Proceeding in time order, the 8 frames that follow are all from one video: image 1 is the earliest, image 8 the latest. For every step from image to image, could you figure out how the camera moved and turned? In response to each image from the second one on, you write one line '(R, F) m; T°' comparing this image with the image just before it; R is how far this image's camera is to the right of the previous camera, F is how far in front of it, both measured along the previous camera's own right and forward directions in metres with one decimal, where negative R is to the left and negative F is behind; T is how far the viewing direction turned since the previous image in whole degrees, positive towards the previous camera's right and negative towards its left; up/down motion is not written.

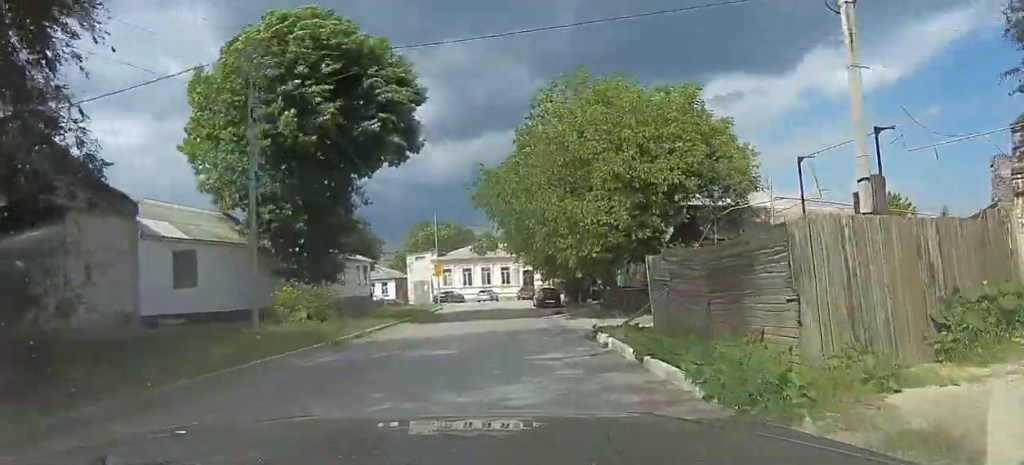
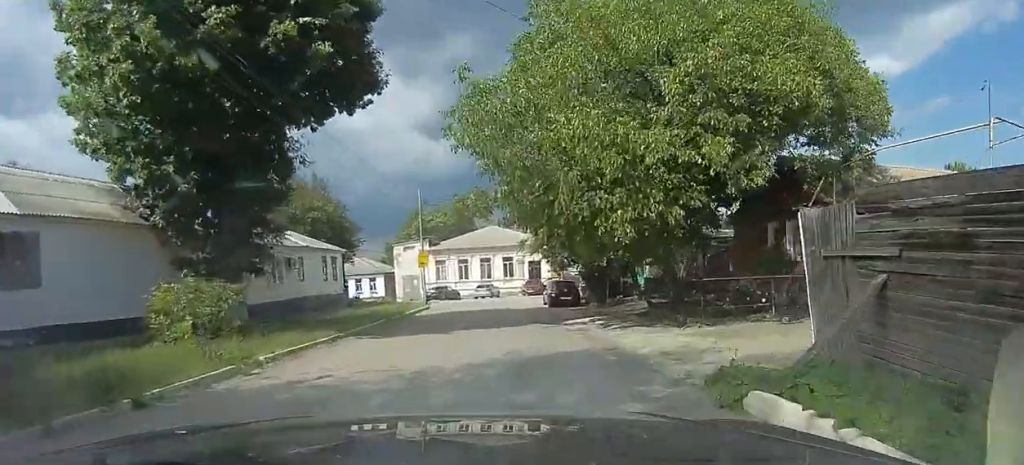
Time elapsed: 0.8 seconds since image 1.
(0.0, +12.7) m; 0°
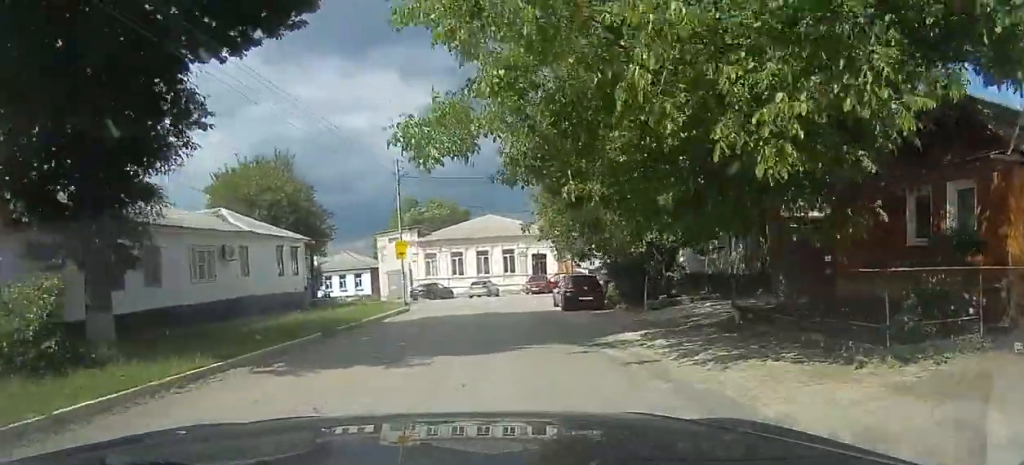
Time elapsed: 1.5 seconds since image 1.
(0.0, +9.7) m; 0°
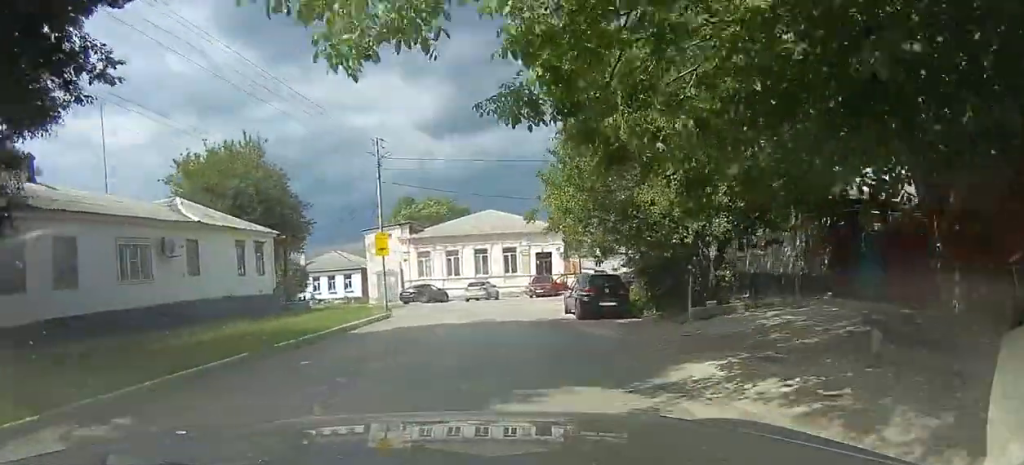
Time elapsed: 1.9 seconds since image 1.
(0.0, +5.4) m; 0°
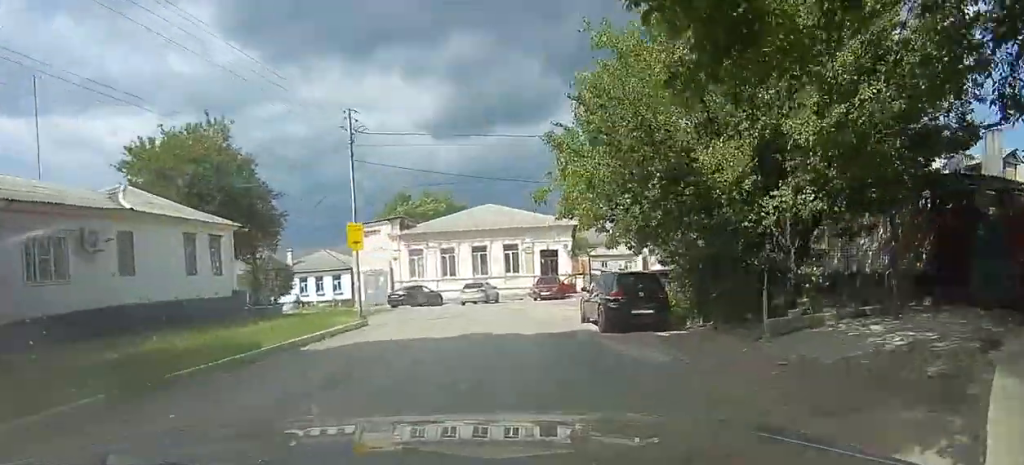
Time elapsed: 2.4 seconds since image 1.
(0.0, +4.2) m; 0°
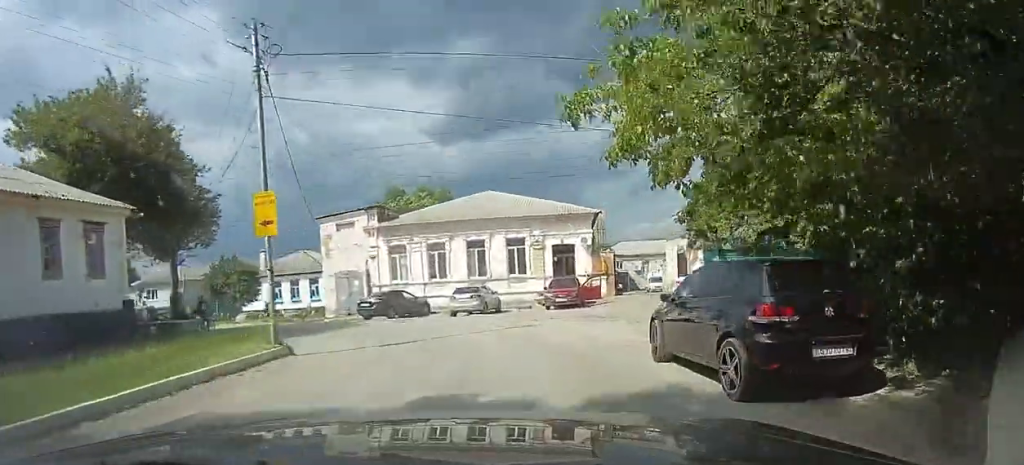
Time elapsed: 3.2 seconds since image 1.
(0.0, +7.7) m; -3°
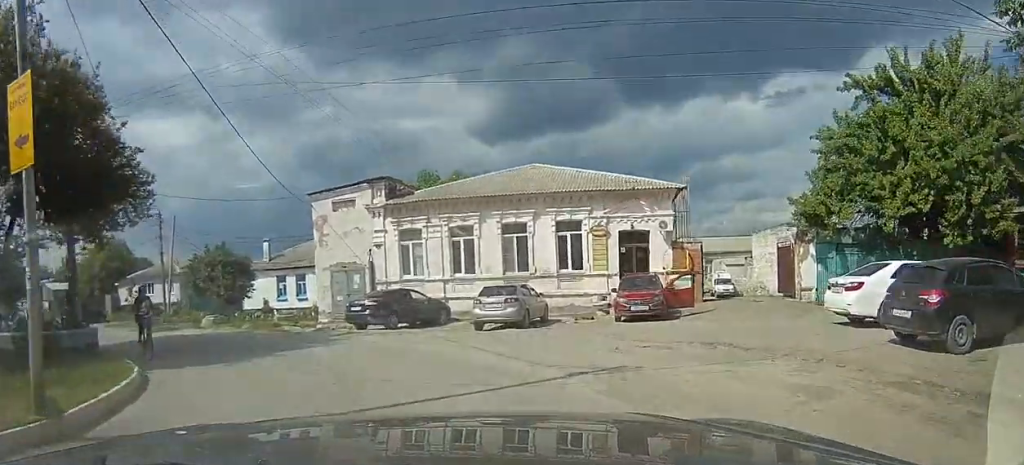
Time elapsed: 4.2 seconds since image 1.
(-0.4, +8.3) m; -9°
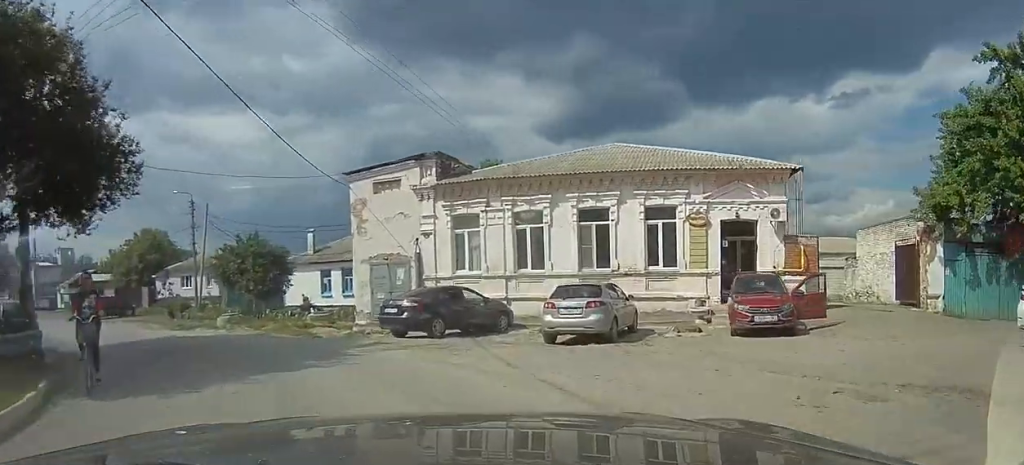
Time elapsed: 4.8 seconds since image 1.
(-0.1, +4.6) m; -8°
